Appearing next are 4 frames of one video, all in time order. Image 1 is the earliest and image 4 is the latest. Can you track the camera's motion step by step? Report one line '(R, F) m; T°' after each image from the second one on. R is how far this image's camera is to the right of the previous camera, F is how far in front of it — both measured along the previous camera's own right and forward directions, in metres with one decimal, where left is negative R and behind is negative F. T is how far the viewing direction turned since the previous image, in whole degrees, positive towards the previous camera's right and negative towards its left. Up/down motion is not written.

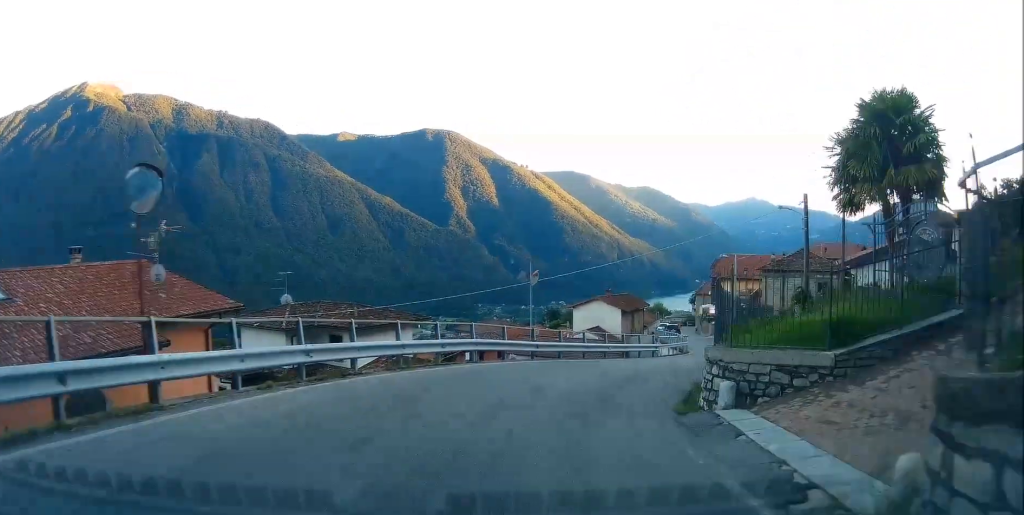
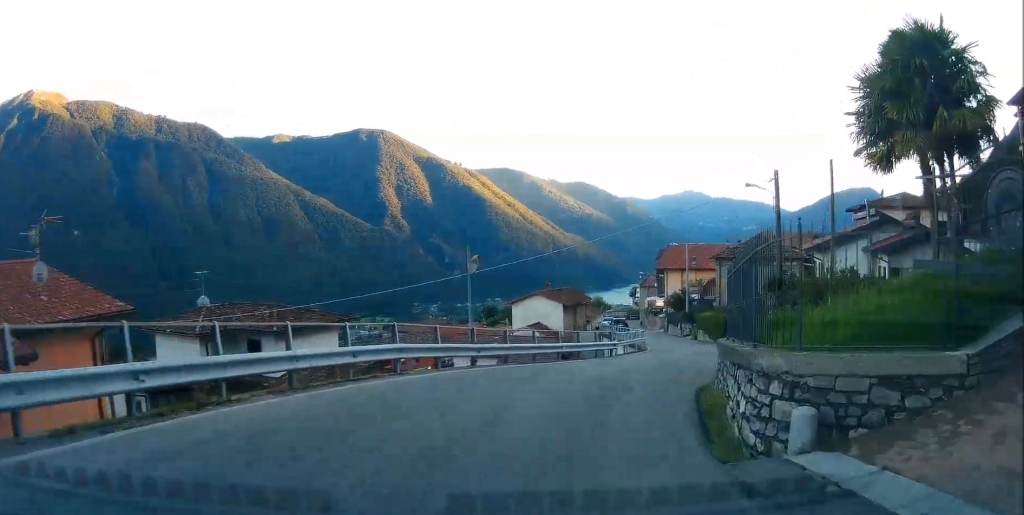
(+0.5, +3.4) m; 0°
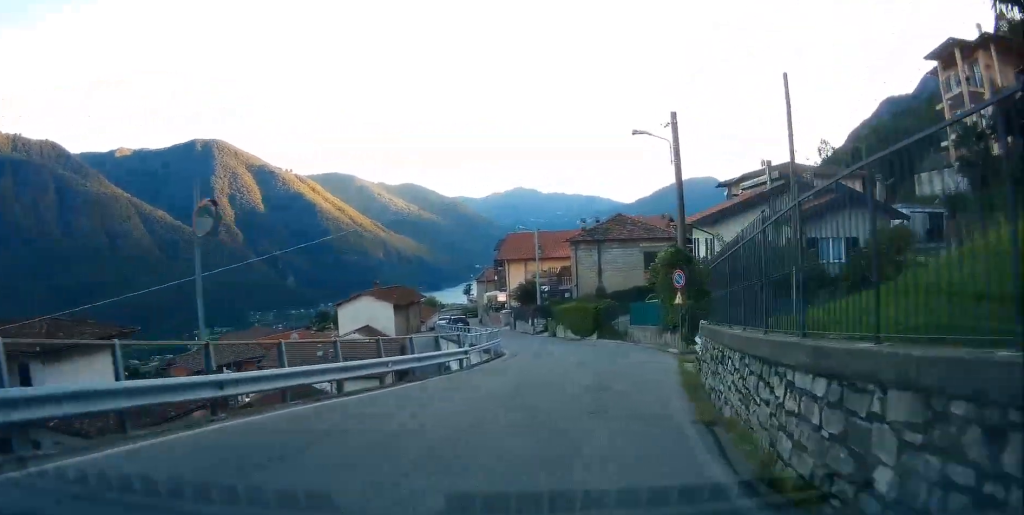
(-1.0, +7.3) m; +4°
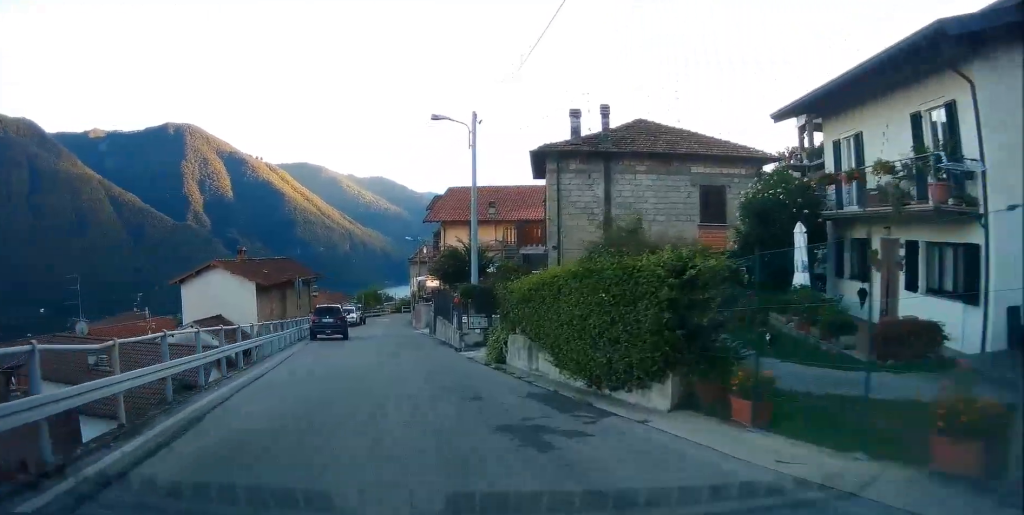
(+4.7, +23.8) m; +11°
